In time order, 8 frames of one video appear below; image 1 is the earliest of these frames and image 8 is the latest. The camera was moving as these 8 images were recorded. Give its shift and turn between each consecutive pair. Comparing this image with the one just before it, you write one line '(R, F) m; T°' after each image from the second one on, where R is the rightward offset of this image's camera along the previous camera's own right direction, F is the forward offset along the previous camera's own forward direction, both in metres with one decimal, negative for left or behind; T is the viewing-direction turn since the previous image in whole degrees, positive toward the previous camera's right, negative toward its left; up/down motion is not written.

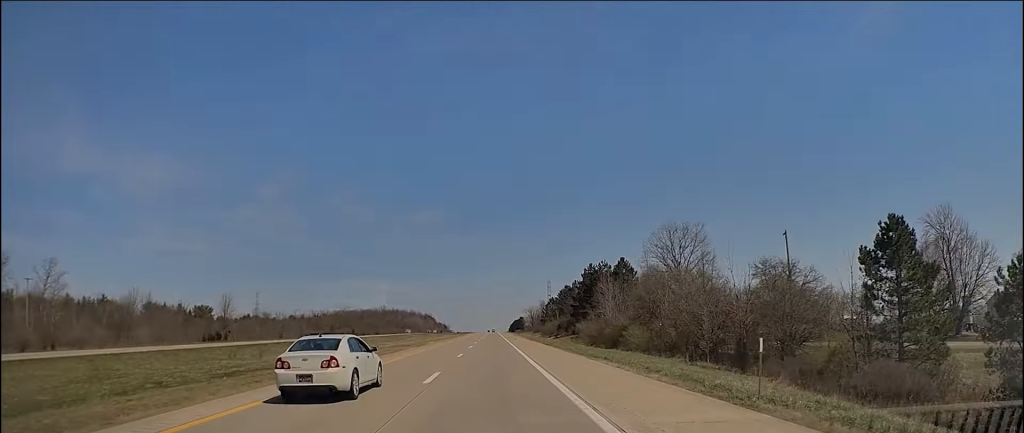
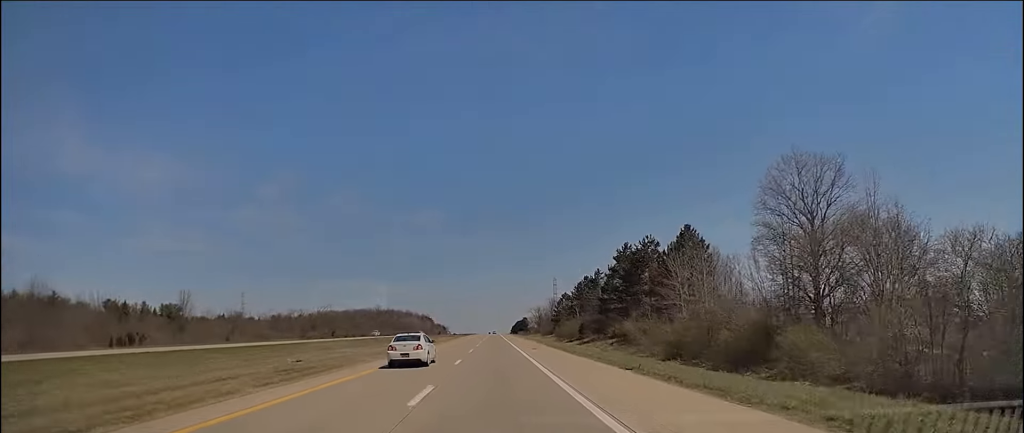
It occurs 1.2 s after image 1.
(+0.1, +35.5) m; 0°
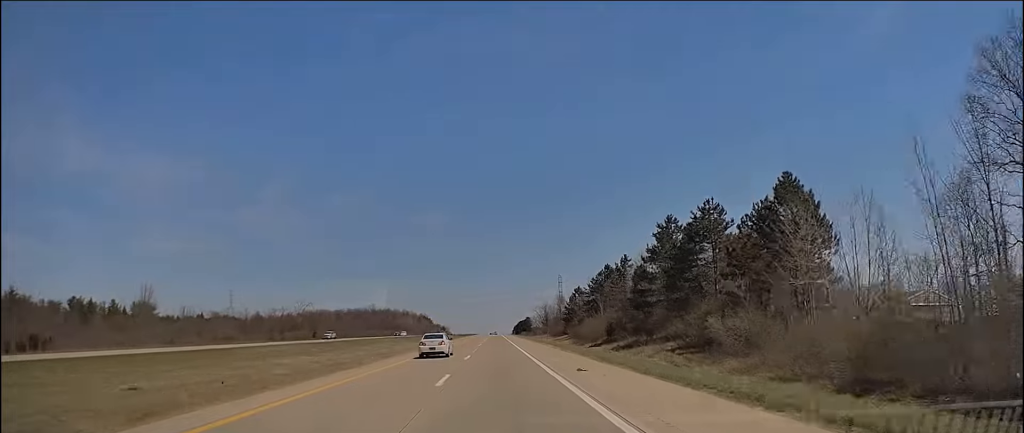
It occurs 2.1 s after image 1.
(0.0, +25.8) m; +1°
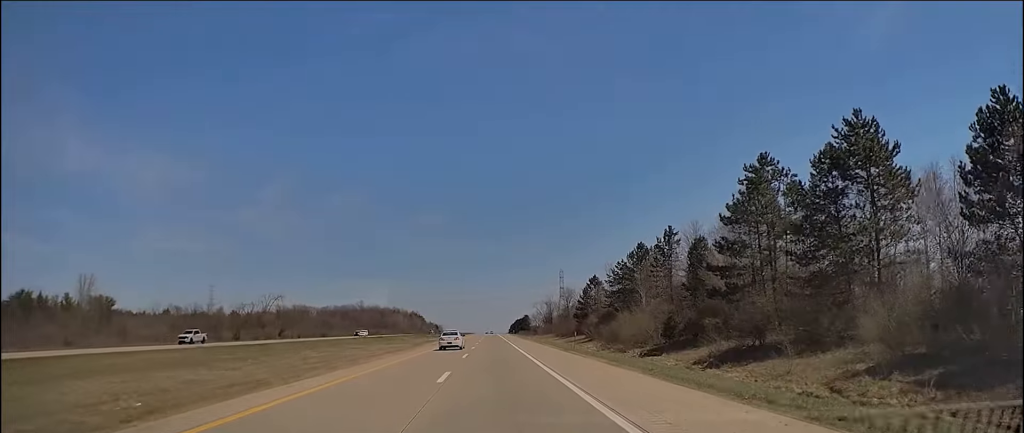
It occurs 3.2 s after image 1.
(+0.3, +29.7) m; -1°
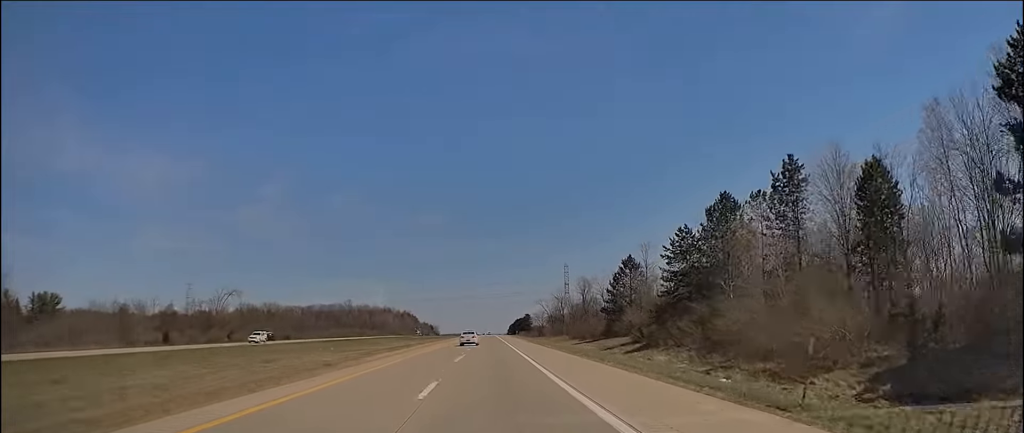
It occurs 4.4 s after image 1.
(-0.8, +34.6) m; 0°
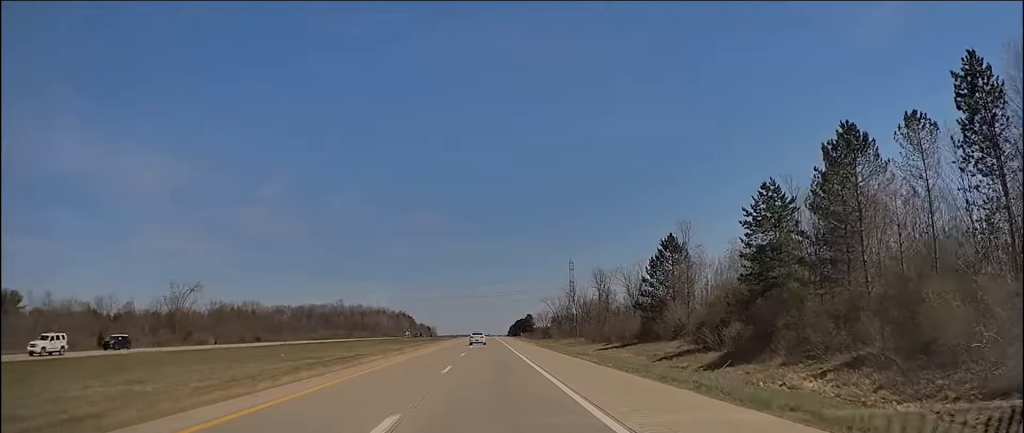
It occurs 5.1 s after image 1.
(+0.3, +22.0) m; +1°
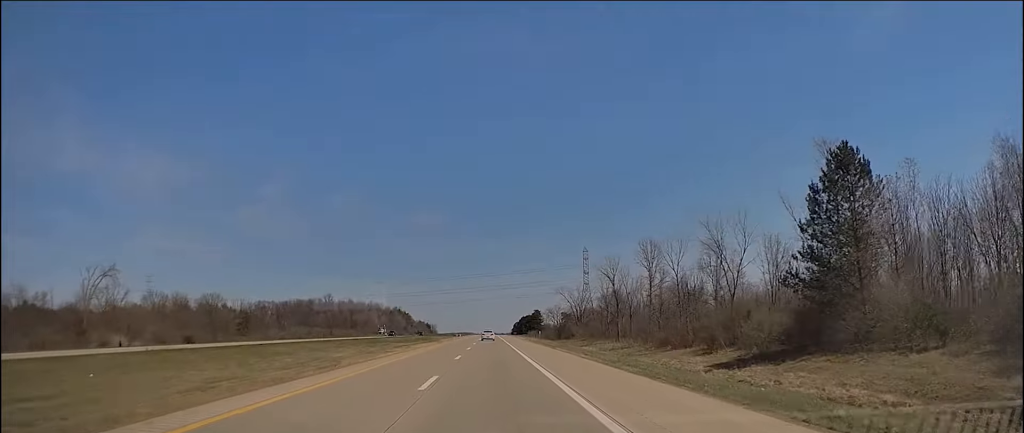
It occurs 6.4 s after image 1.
(+0.2, +37.4) m; 0°
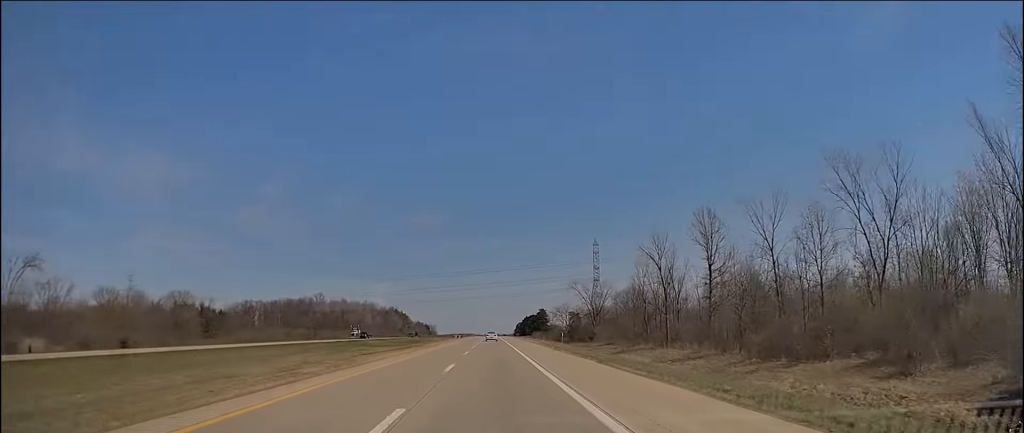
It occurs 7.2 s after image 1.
(-0.2, +23.1) m; 0°
